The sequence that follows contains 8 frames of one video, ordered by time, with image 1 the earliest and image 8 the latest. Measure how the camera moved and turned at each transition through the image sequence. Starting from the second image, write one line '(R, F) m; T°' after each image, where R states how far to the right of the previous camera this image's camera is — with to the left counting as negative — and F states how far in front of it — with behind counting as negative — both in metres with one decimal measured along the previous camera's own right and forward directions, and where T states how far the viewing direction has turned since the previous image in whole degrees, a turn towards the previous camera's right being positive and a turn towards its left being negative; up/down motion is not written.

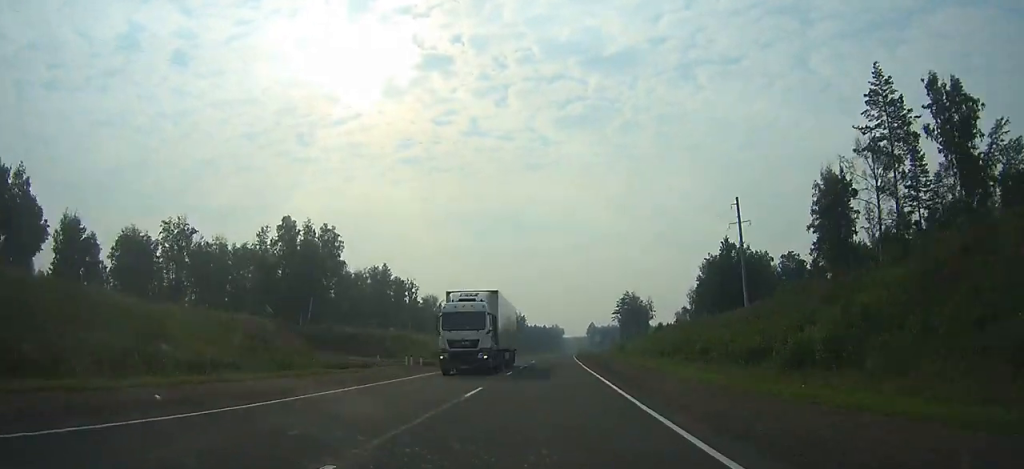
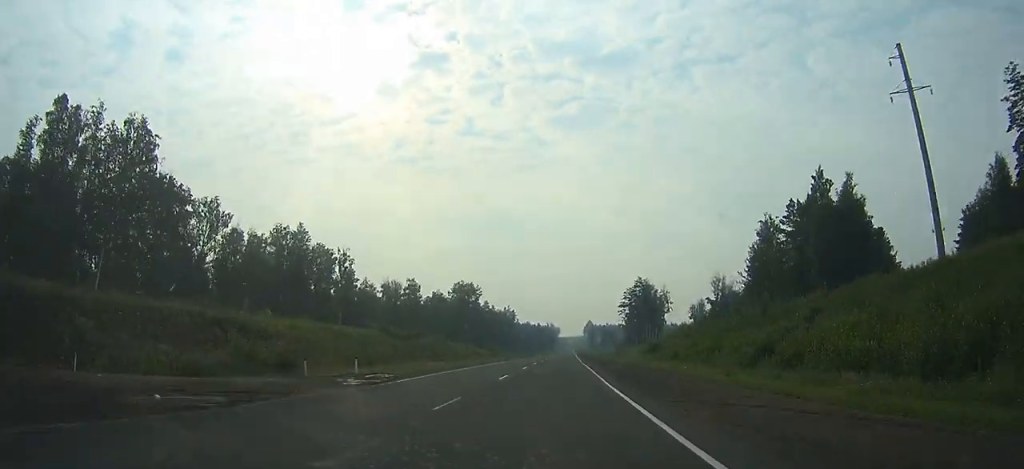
(+0.7, +47.9) m; +1°
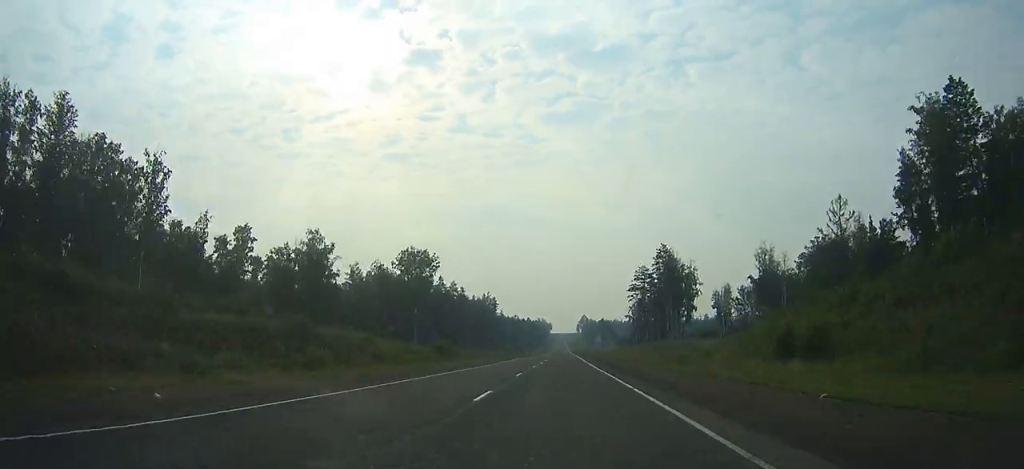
(+0.4, +54.6) m; +1°
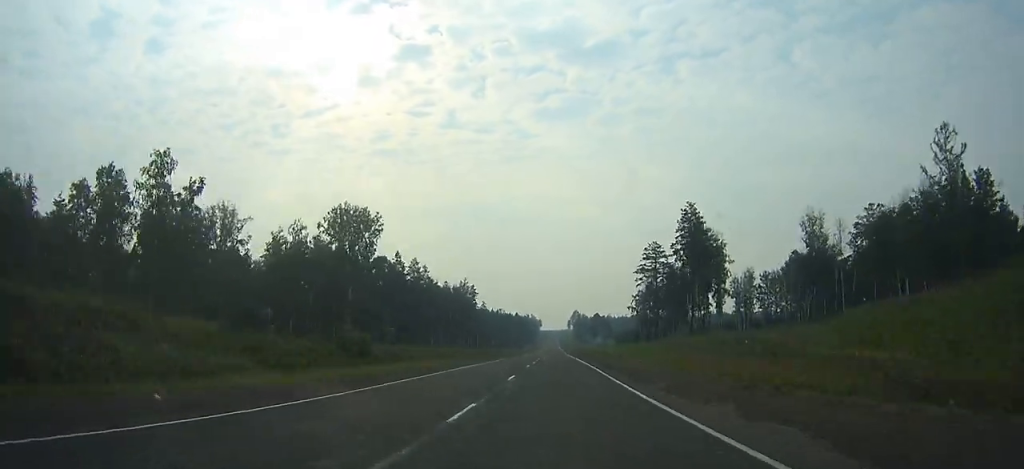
(+0.1, +35.5) m; 0°
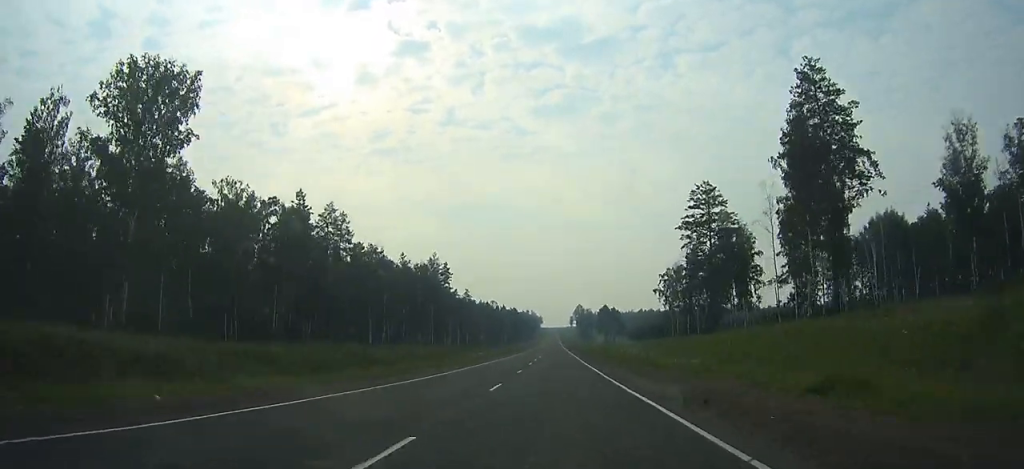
(+0.3, +53.4) m; 0°
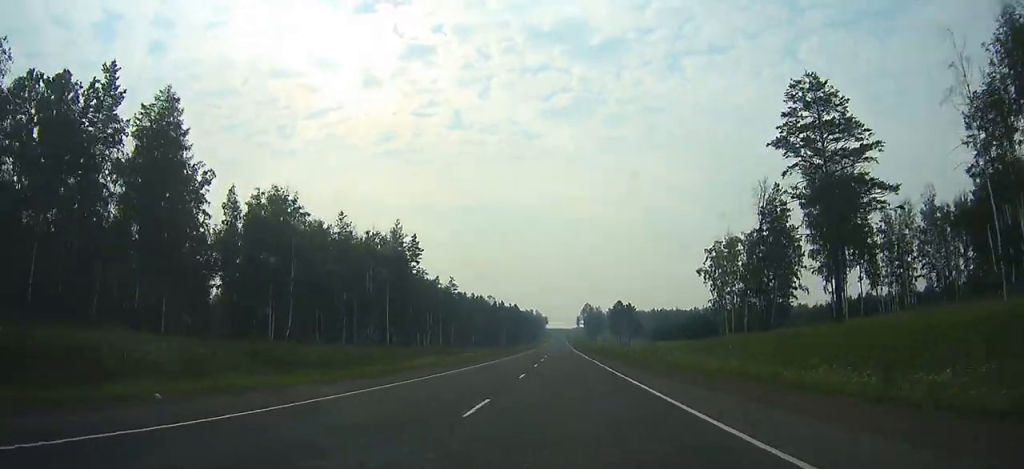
(-0.1, +41.8) m; 0°
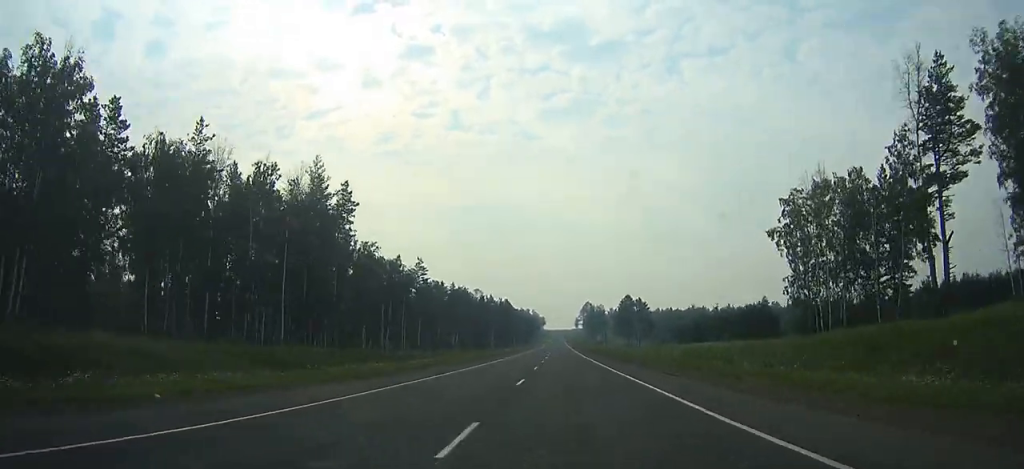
(-0.2, +39.3) m; 0°
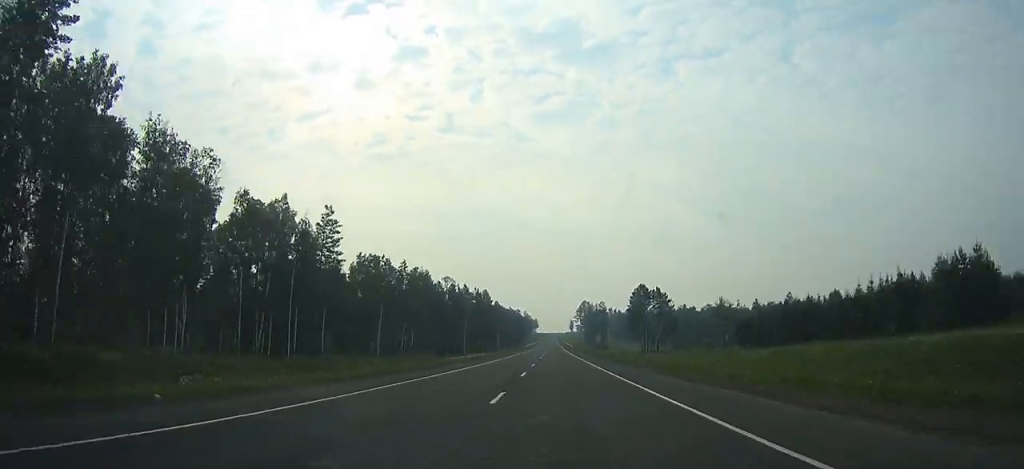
(+0.4, +52.1) m; +1°
